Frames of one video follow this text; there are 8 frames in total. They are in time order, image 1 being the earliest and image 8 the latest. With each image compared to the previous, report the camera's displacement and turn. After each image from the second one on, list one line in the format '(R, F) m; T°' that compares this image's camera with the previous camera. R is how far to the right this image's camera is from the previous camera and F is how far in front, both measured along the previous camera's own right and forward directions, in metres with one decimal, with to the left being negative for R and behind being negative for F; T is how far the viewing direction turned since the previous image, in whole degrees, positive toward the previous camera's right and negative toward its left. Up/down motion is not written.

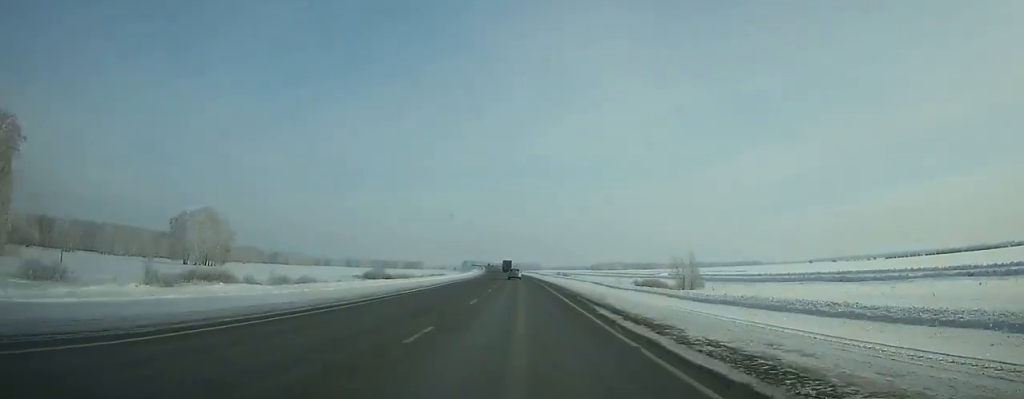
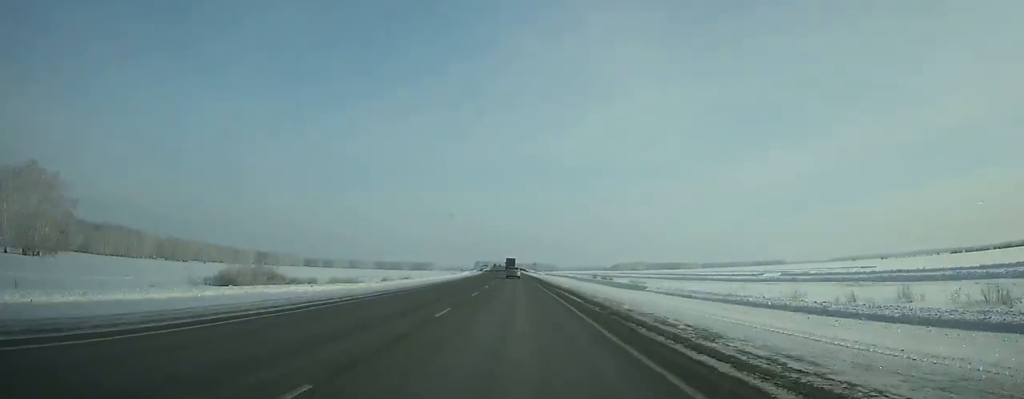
(-1.0, +89.3) m; -1°
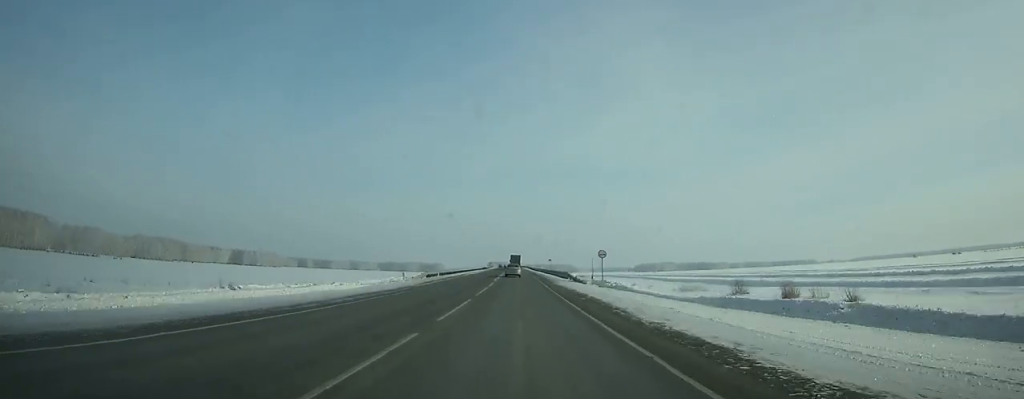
(-1.5, +115.5) m; -1°
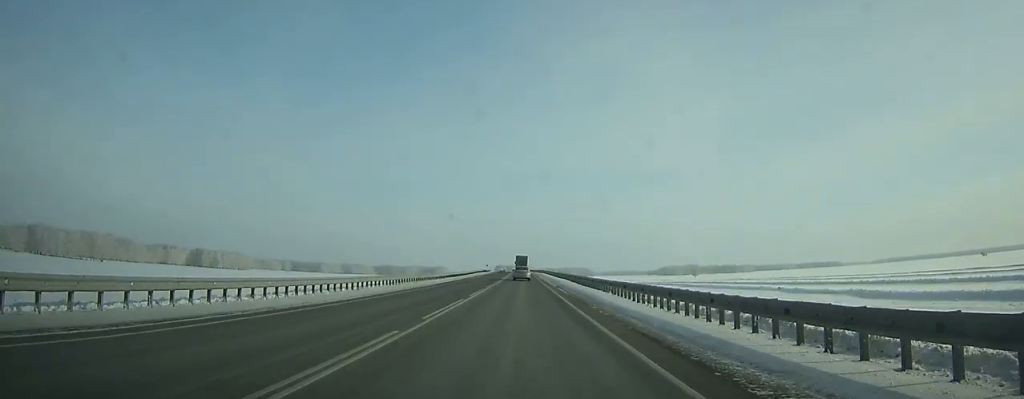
(-1.1, +116.4) m; -1°
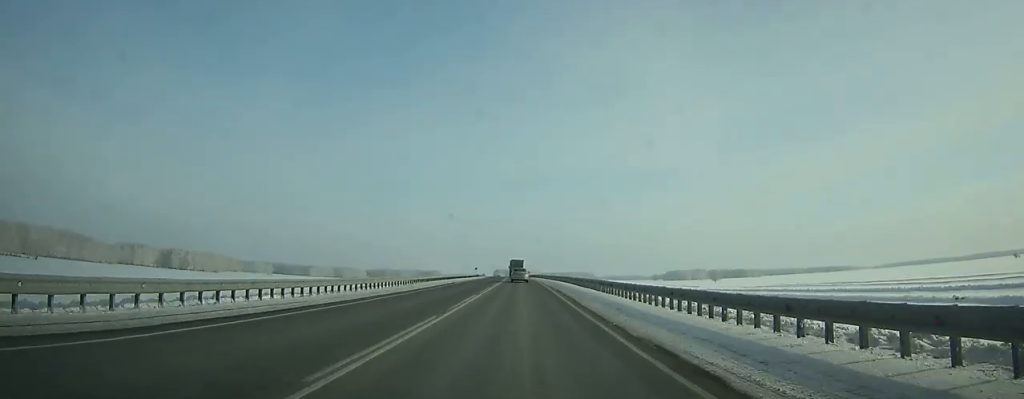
(0.0, +55.5) m; -1°
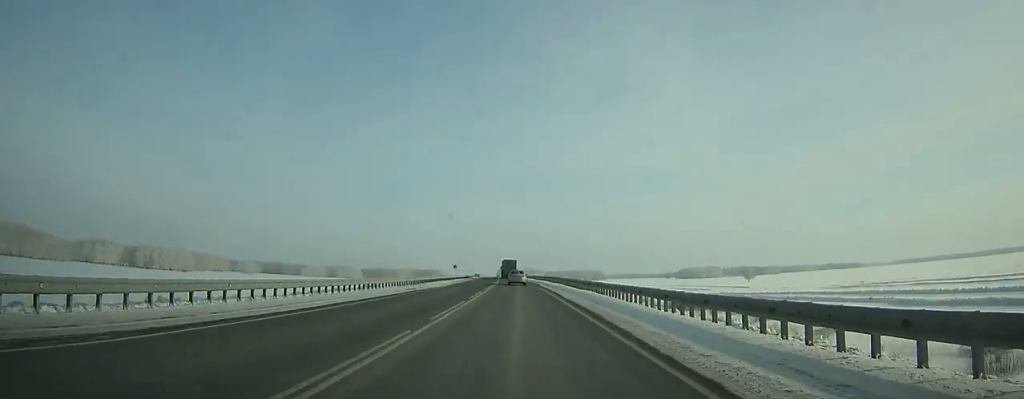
(-0.6, +61.8) m; -1°
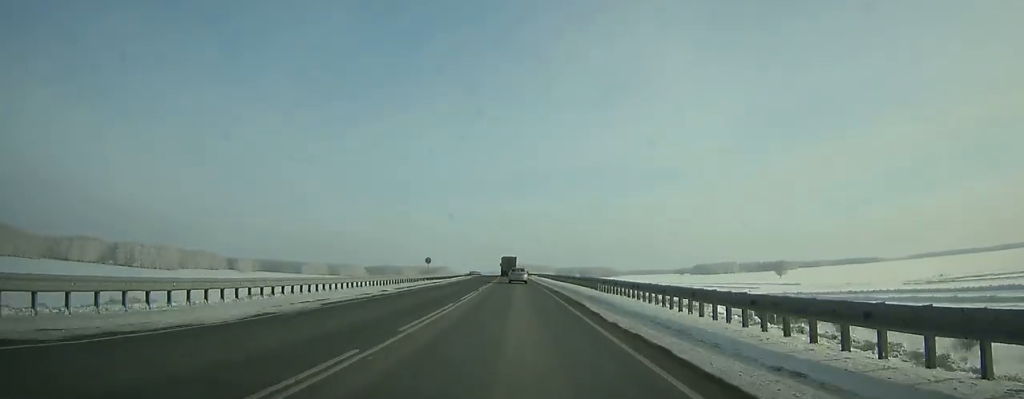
(-0.4, +38.1) m; -1°
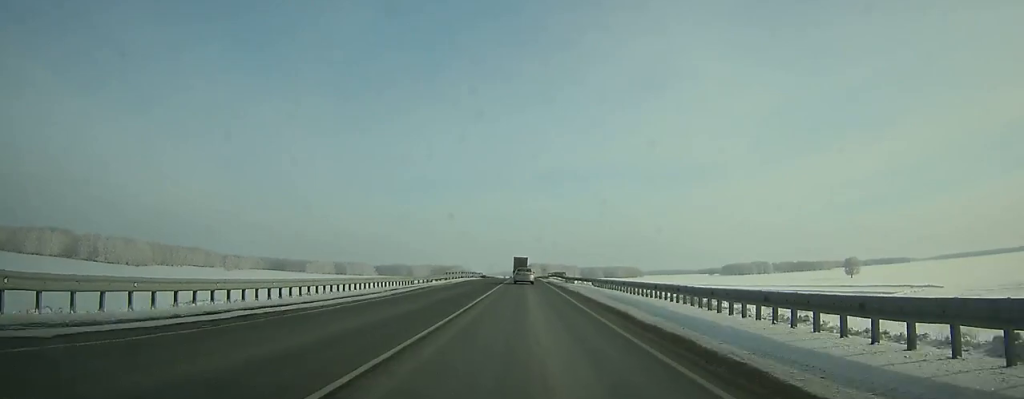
(-0.8, +65.3) m; -1°
